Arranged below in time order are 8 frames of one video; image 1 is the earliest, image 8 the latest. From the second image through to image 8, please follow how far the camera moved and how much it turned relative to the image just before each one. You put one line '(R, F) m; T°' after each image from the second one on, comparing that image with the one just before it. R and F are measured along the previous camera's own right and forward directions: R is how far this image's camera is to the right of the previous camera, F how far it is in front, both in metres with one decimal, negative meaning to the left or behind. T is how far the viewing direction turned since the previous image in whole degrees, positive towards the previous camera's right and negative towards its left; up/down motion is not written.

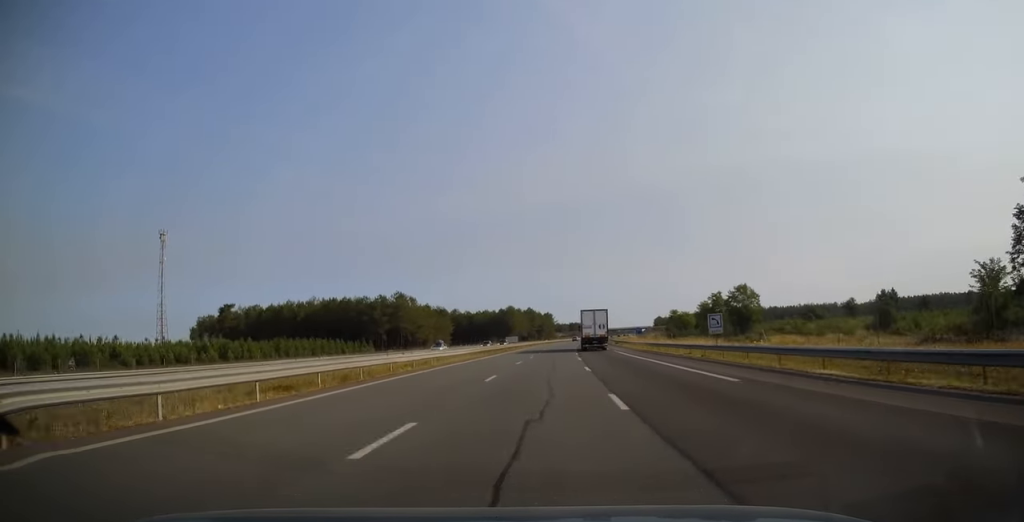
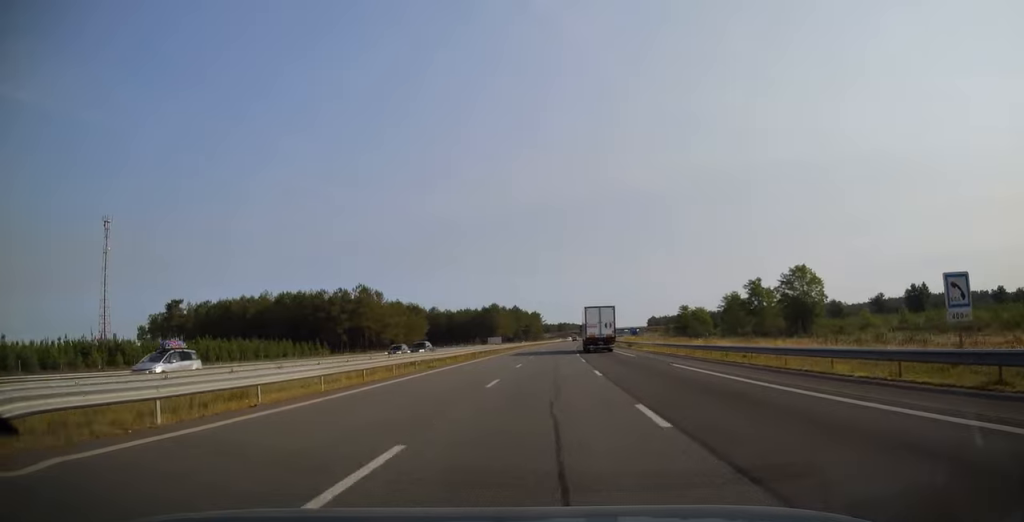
(+0.3, +28.4) m; +1°
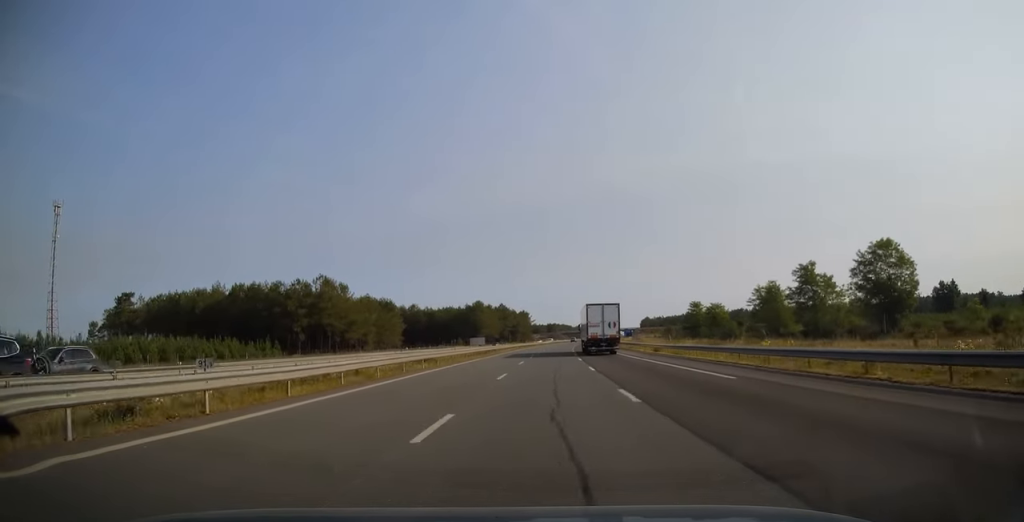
(+0.2, +22.5) m; +1°
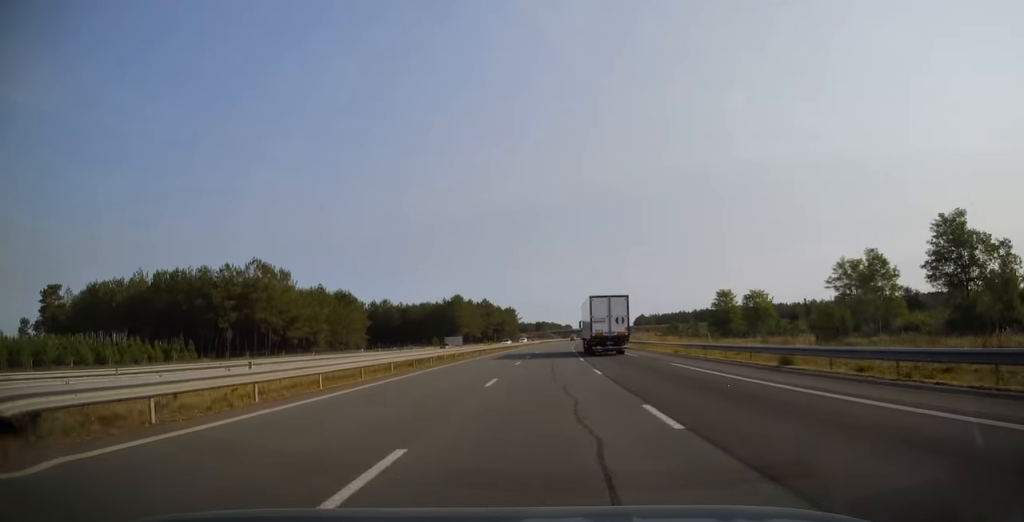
(+0.3, +29.8) m; +1°
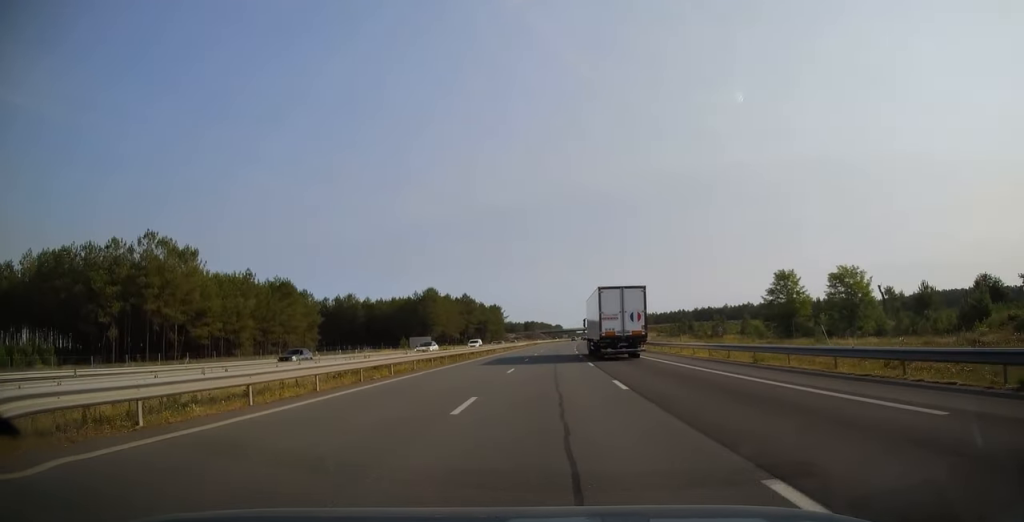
(+0.3, +32.5) m; +1°
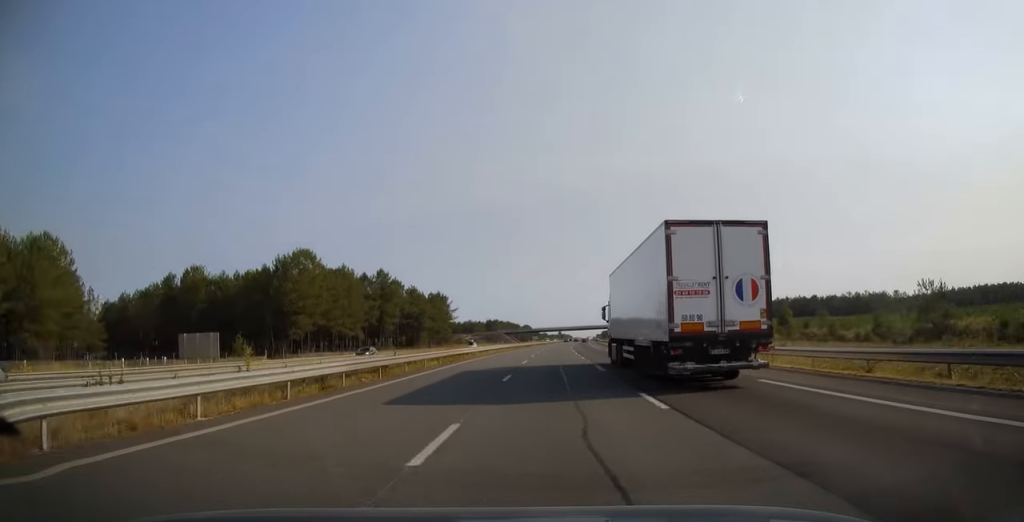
(+2.2, +82.4) m; +3°
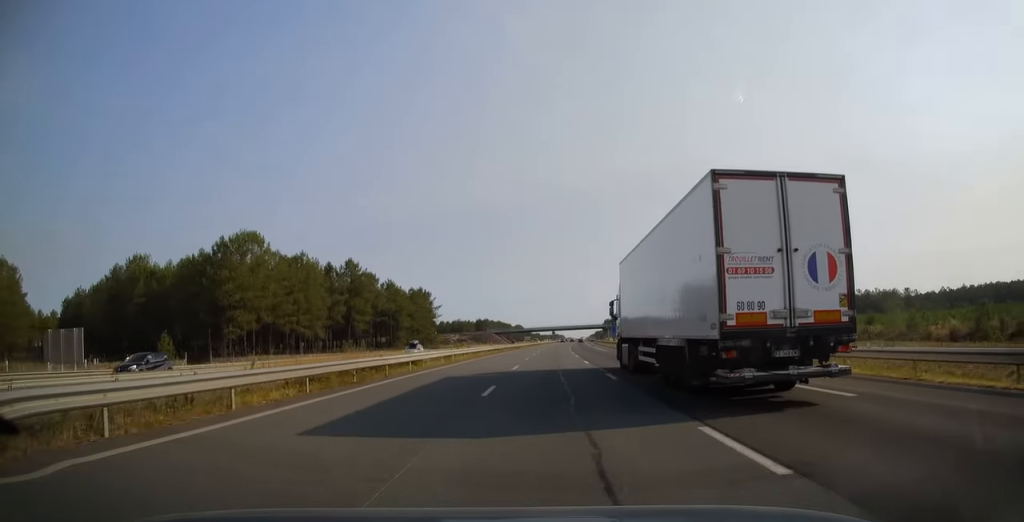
(+0.1, +18.6) m; +1°
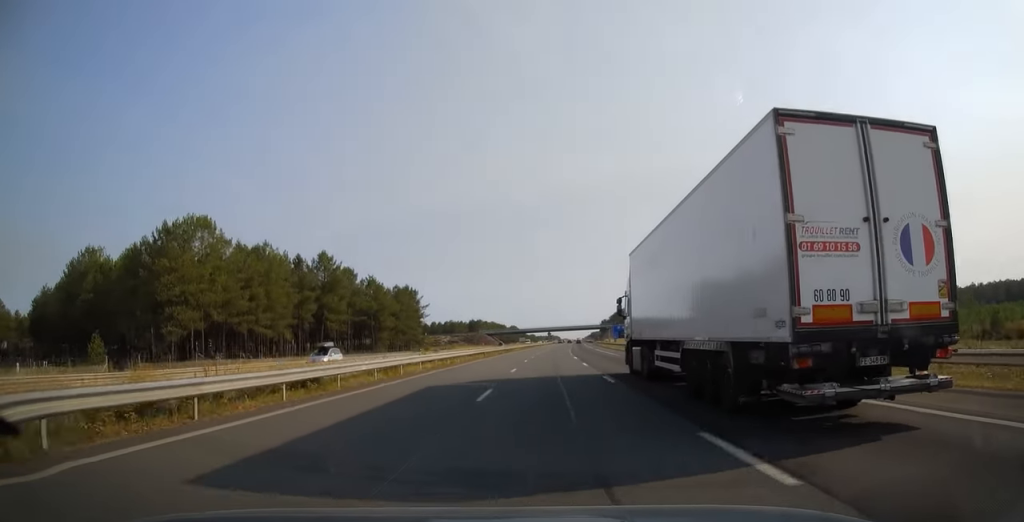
(+0.1, +13.3) m; 0°
